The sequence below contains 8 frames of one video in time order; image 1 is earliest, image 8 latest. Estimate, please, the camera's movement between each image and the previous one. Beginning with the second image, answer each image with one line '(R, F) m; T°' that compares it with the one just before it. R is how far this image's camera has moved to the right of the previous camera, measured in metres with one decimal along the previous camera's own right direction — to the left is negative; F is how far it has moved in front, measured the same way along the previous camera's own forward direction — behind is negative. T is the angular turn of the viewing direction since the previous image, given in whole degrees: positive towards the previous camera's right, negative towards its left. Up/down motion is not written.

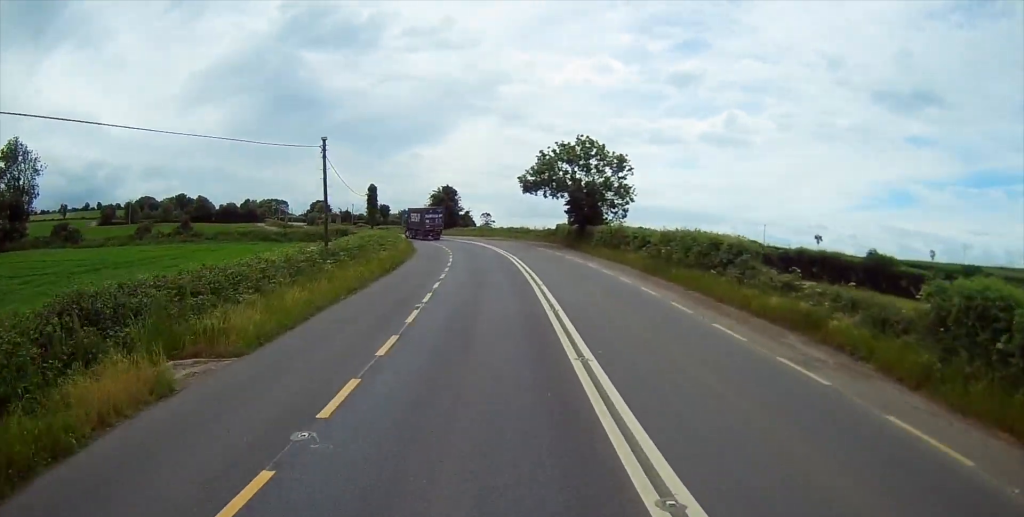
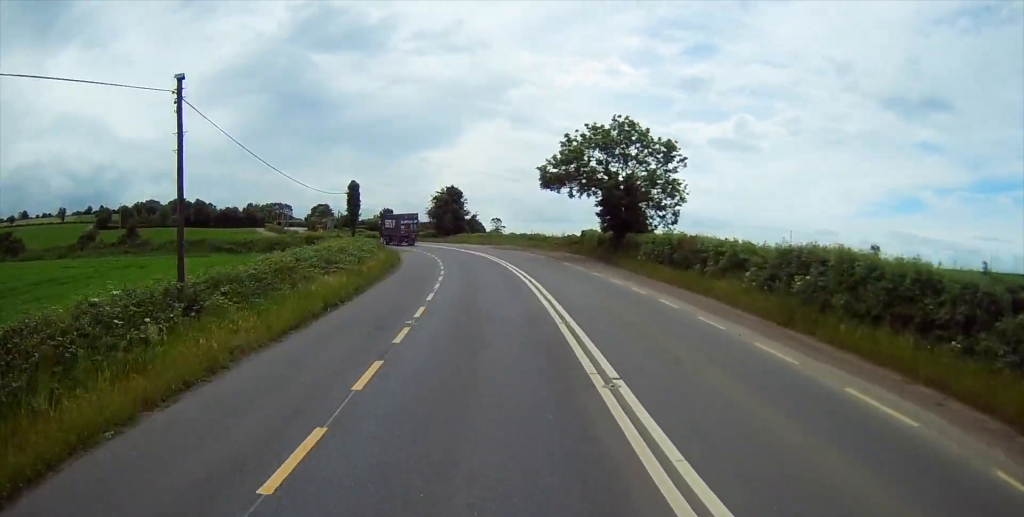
(0.0, +14.4) m; 0°
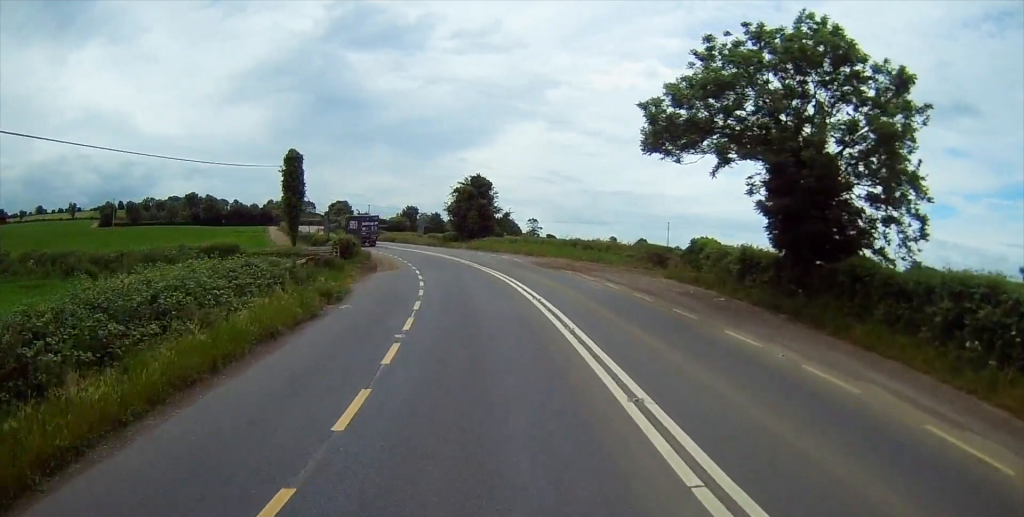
(-0.3, +26.0) m; -2°
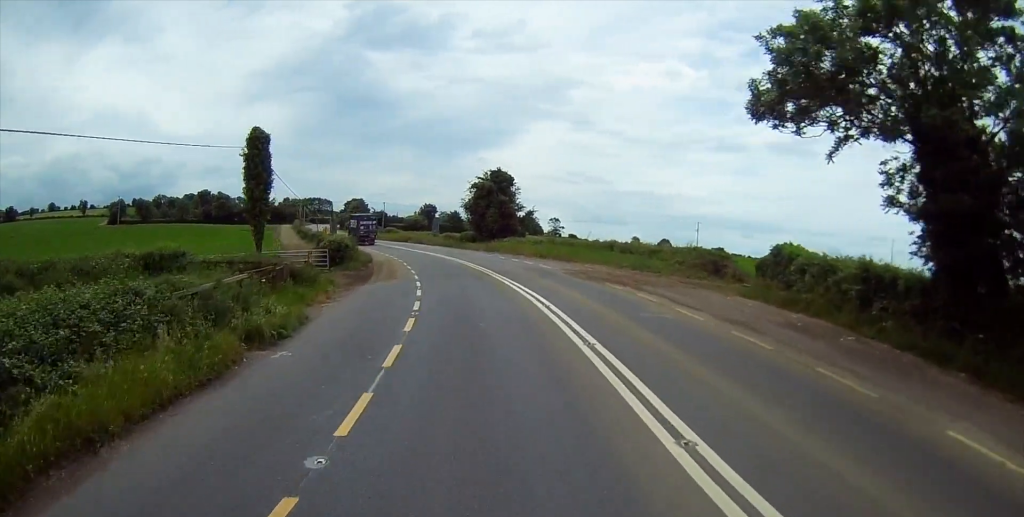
(-0.1, +8.3) m; -1°
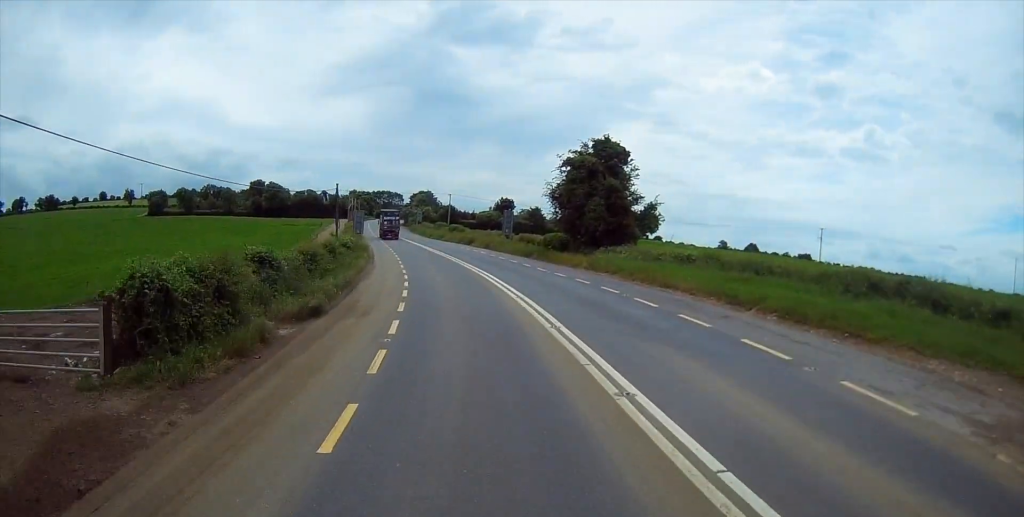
(-1.3, +28.8) m; -6°
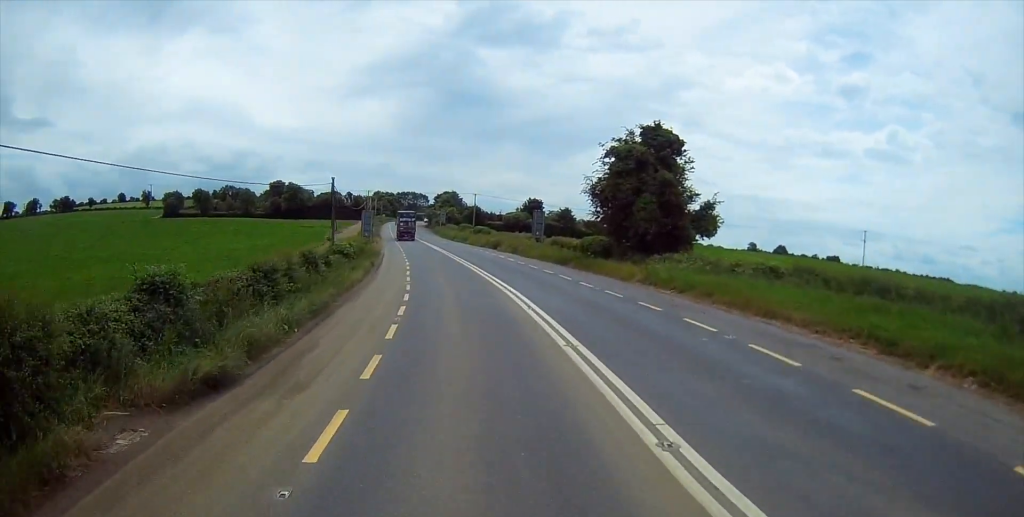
(-0.1, +8.3) m; -2°
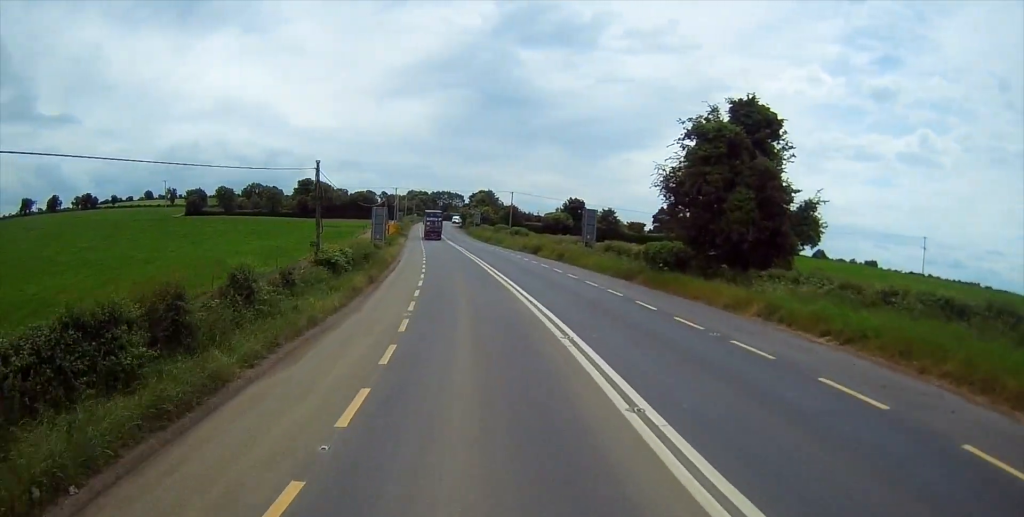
(-0.4, +10.7) m; -3°
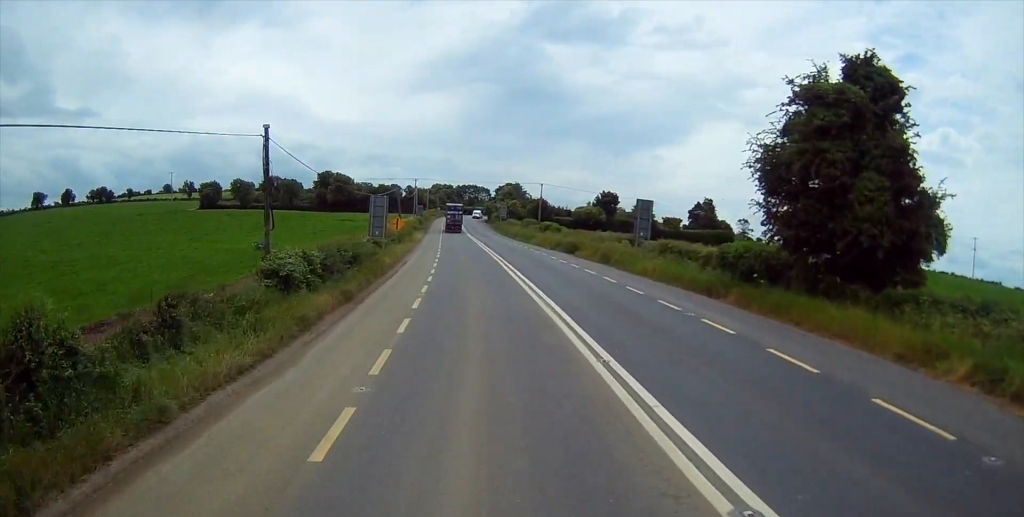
(-0.2, +9.6) m; -3°
